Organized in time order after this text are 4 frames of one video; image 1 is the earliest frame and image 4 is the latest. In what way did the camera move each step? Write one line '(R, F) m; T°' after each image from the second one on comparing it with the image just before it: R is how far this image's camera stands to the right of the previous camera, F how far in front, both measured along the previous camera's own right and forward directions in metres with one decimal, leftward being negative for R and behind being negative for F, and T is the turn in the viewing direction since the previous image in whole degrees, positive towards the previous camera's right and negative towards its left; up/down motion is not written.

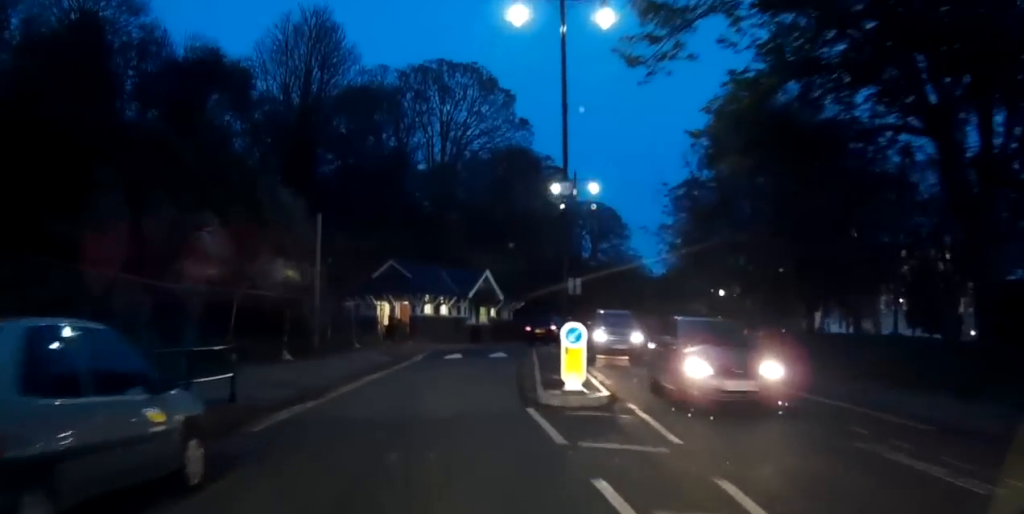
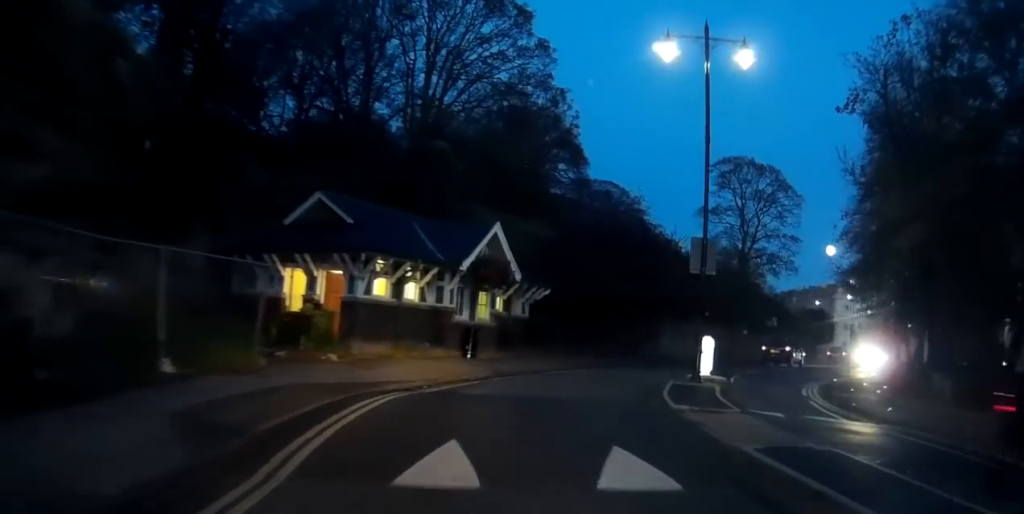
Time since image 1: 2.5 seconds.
(-0.4, +18.7) m; +6°
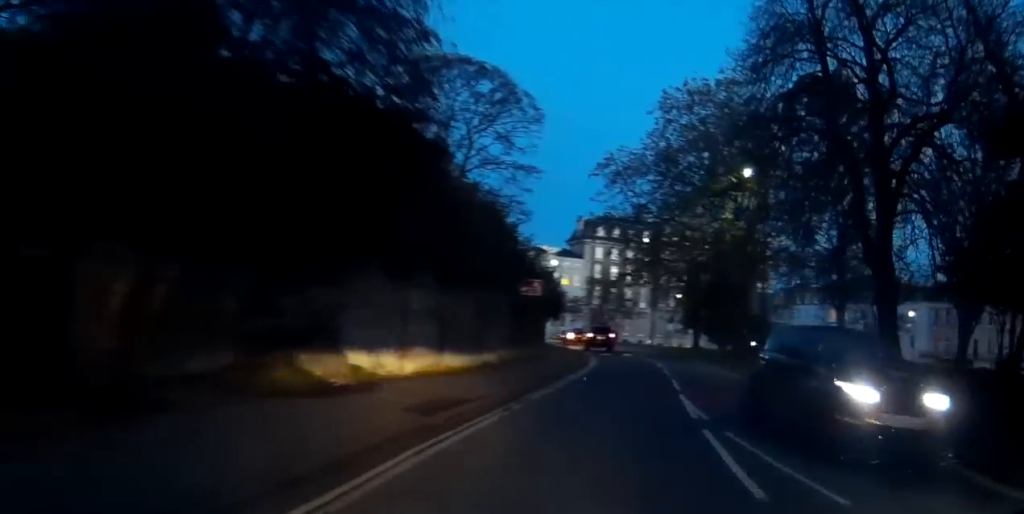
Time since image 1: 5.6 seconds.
(+3.8, +25.4) m; +22°
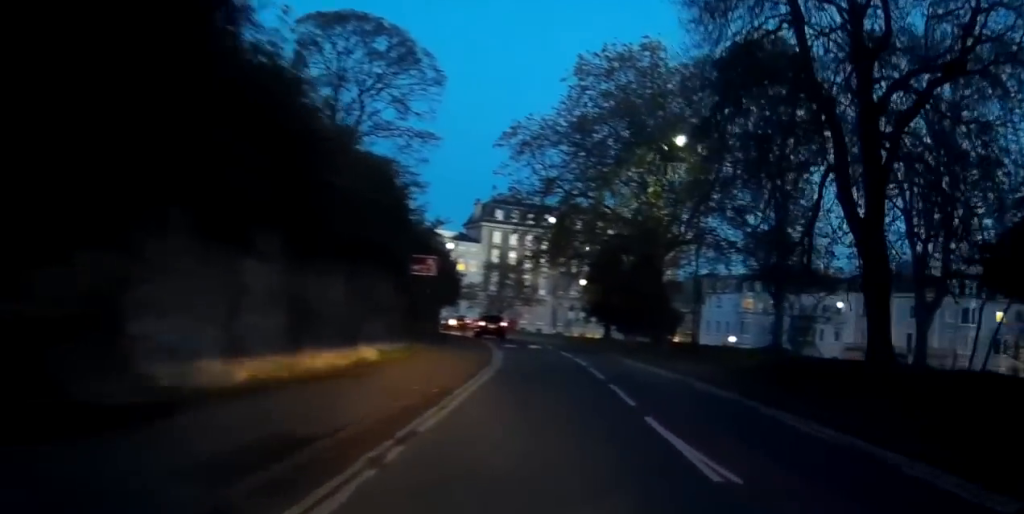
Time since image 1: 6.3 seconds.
(+0.3, +5.3) m; +9°
